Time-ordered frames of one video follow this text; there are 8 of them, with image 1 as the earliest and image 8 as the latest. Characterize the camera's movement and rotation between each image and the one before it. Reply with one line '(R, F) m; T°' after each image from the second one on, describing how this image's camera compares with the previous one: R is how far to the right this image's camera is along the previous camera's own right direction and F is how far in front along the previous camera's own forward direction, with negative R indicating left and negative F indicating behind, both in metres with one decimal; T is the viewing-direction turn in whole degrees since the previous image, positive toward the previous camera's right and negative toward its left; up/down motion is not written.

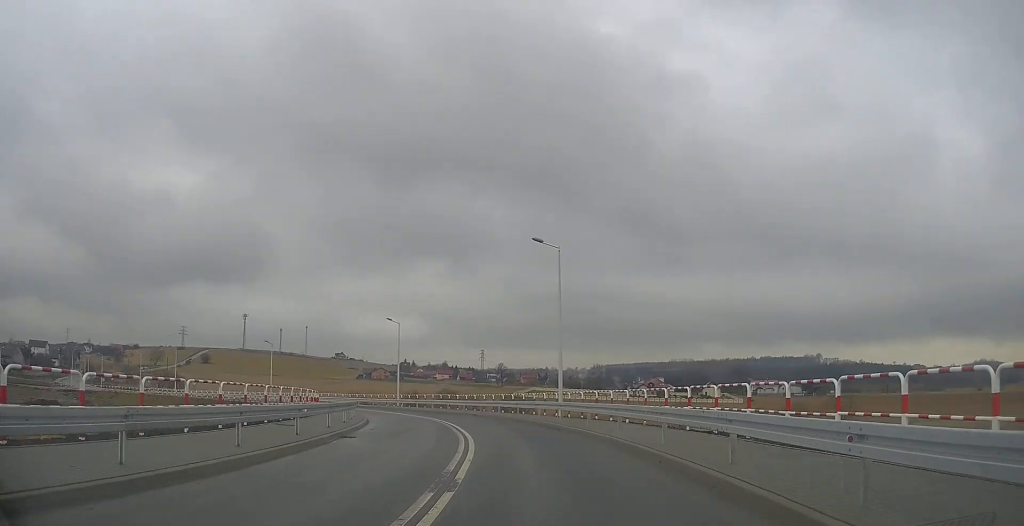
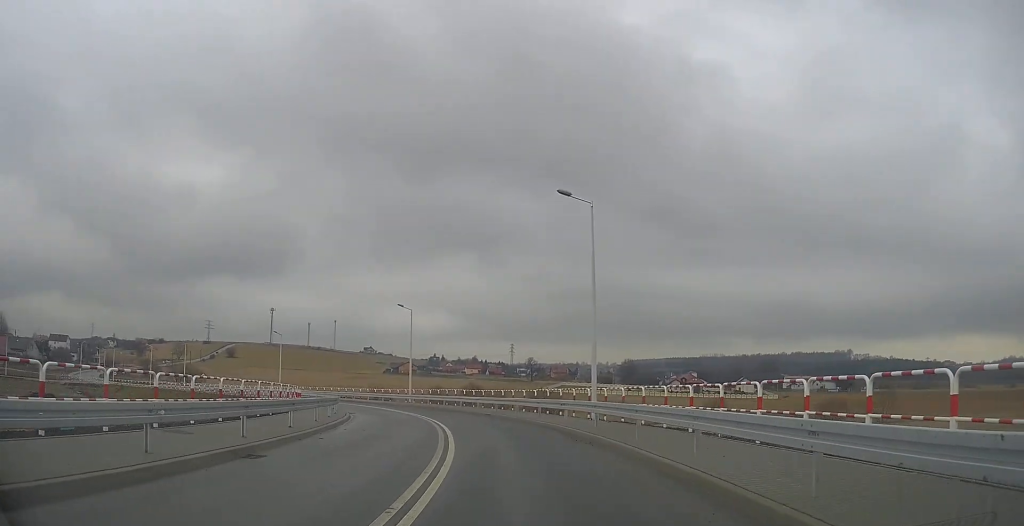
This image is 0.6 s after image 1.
(-0.3, +7.3) m; -4°
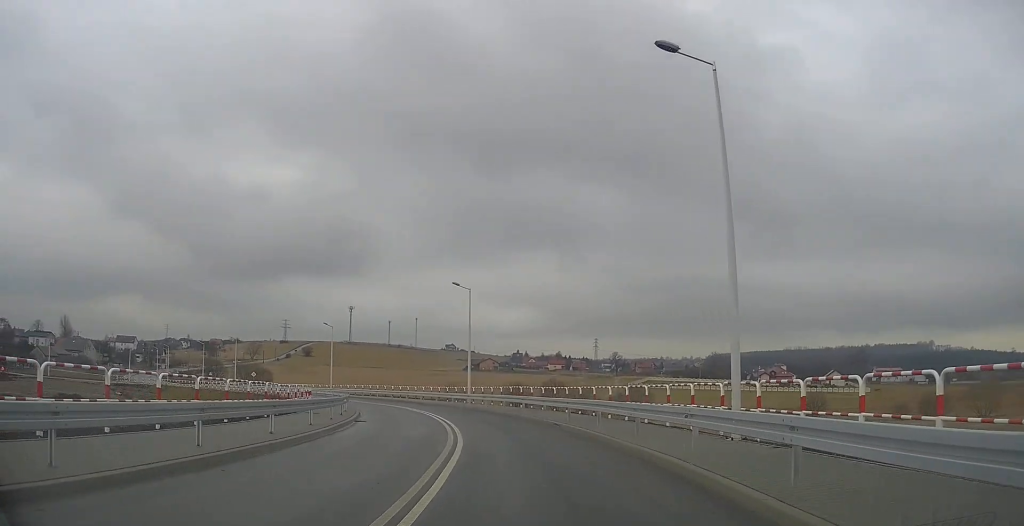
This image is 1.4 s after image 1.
(-0.6, +11.2) m; -6°
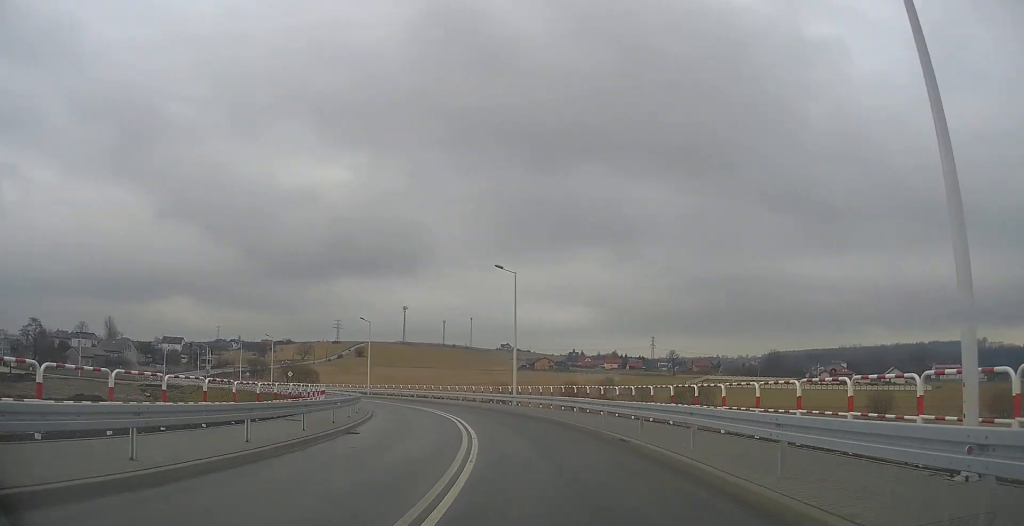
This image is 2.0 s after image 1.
(-0.1, +6.9) m; -4°
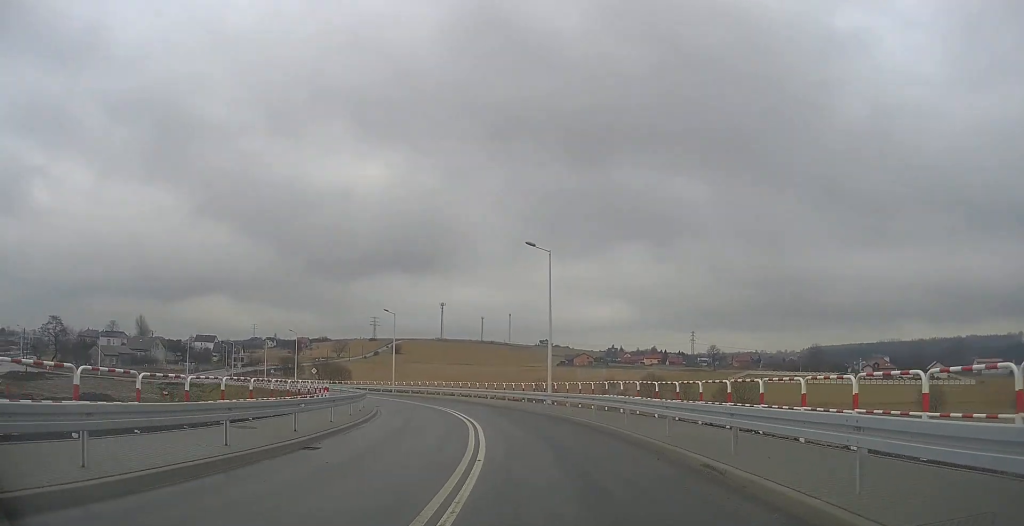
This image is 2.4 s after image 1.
(-0.3, +5.7) m; -3°
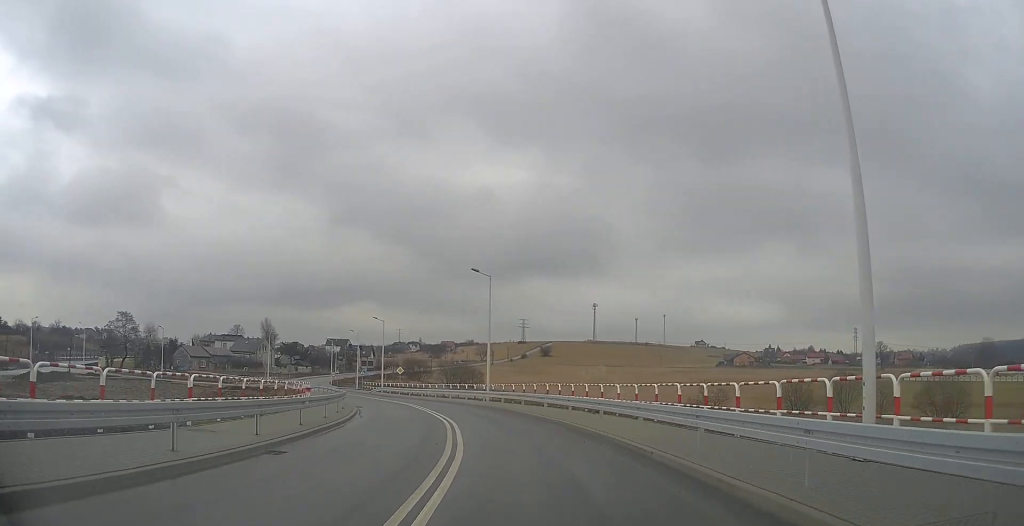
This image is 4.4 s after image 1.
(-3.4, +26.3) m; -15°
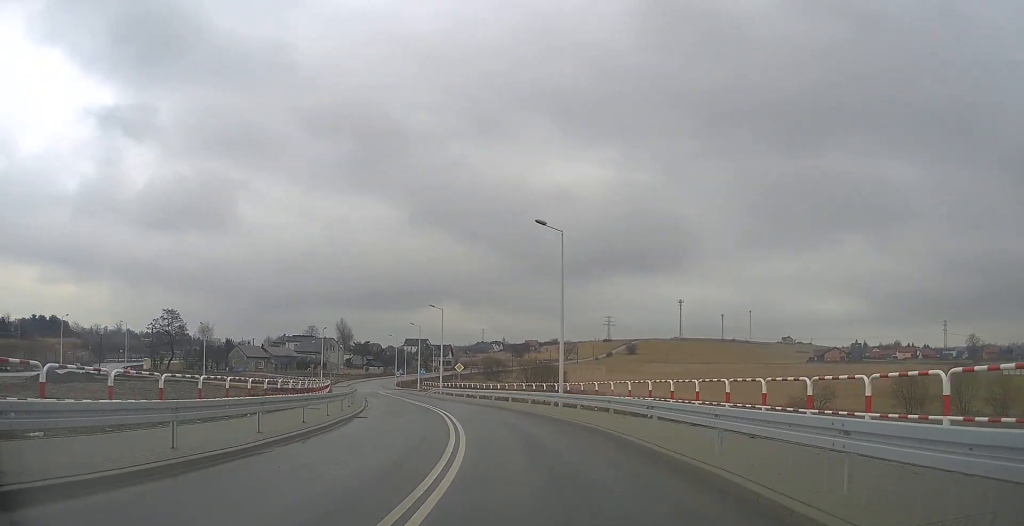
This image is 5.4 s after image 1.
(-0.8, +12.5) m; -7°
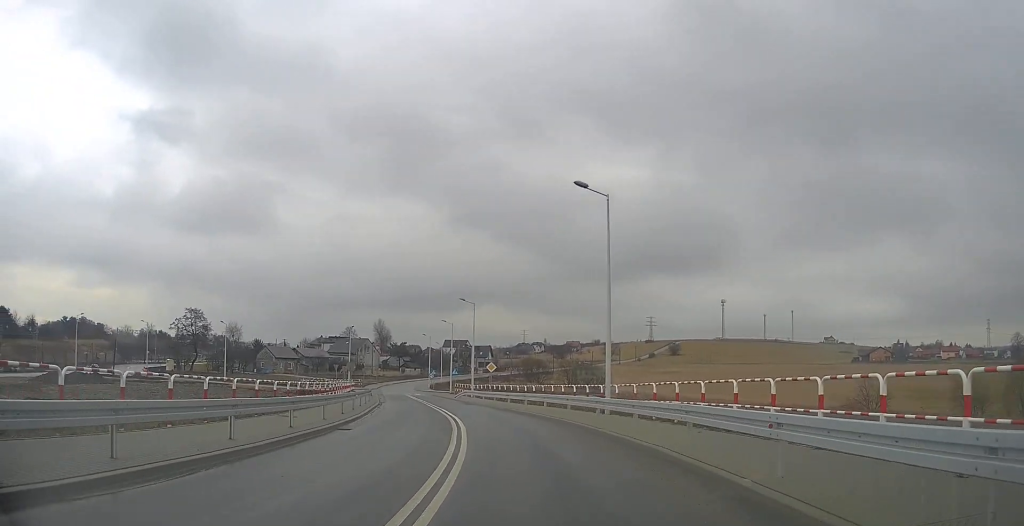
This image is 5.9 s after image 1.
(0.0, +6.0) m; -3°
